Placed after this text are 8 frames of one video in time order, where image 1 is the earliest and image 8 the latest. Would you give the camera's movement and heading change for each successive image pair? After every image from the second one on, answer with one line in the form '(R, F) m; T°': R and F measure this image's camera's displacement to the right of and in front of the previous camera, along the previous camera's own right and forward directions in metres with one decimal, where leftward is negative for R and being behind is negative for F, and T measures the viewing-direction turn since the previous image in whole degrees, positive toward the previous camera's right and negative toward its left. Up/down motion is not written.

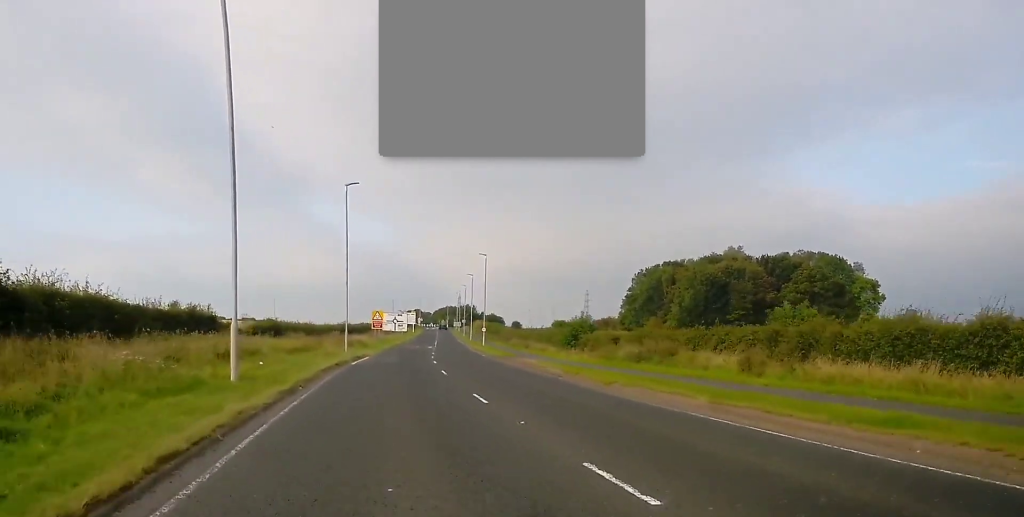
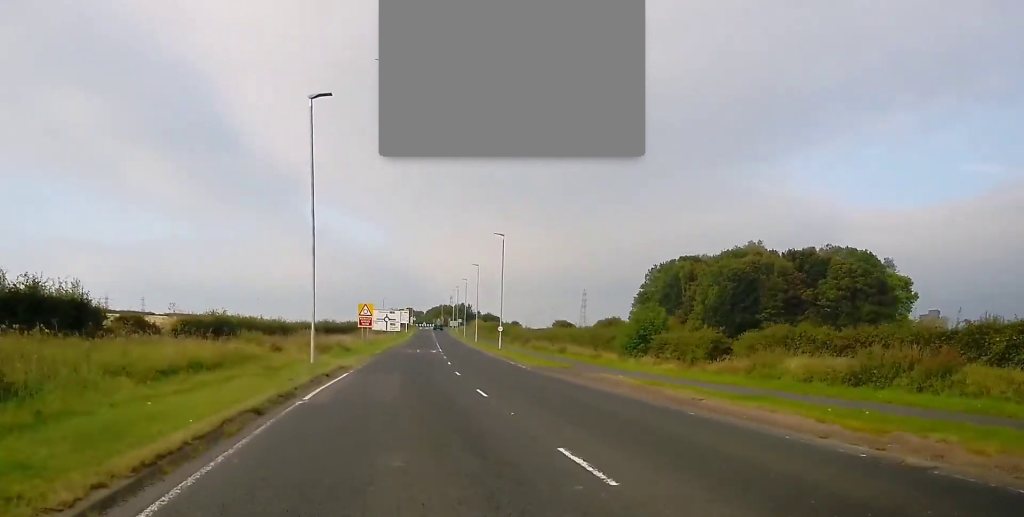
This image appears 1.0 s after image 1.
(+0.2, +18.1) m; 0°
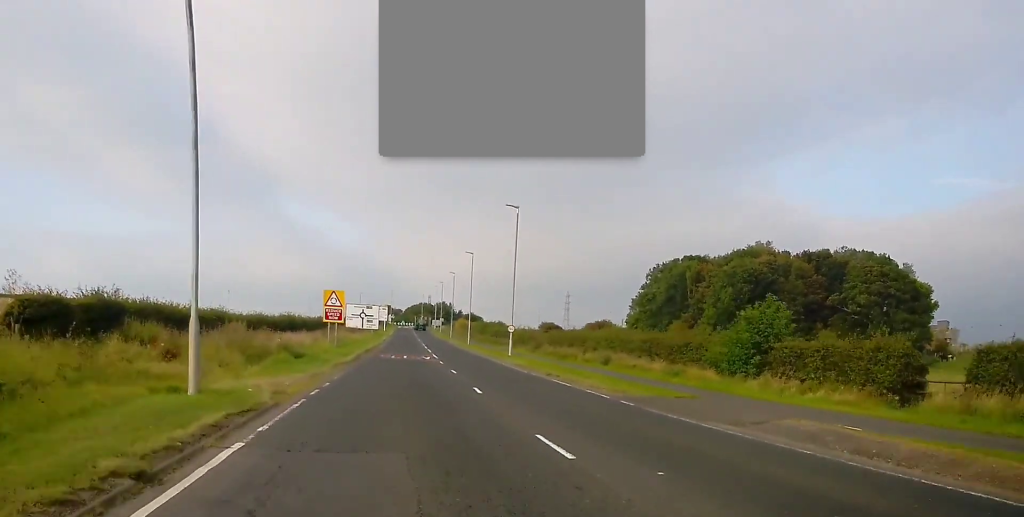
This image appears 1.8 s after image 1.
(-0.1, +16.2) m; +1°
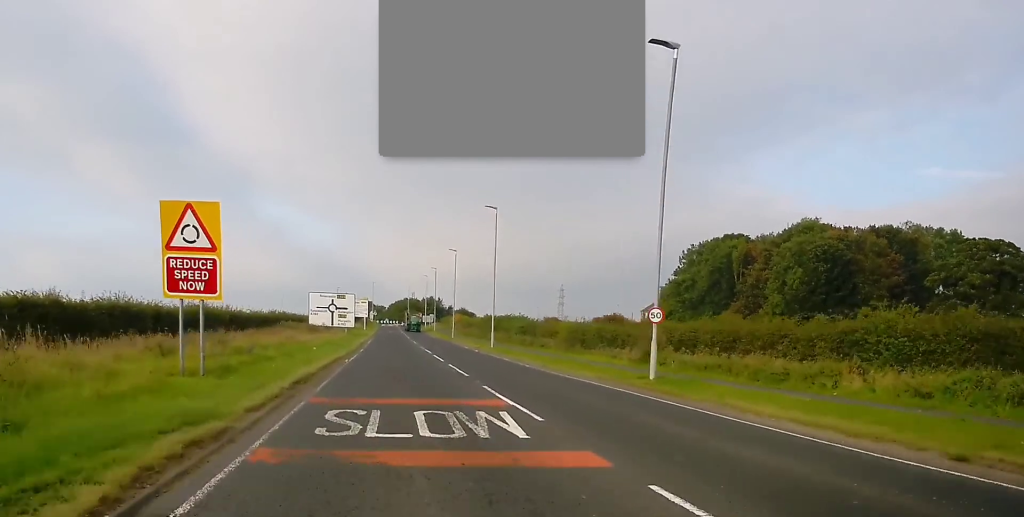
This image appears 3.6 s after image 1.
(+1.0, +30.7) m; +3°
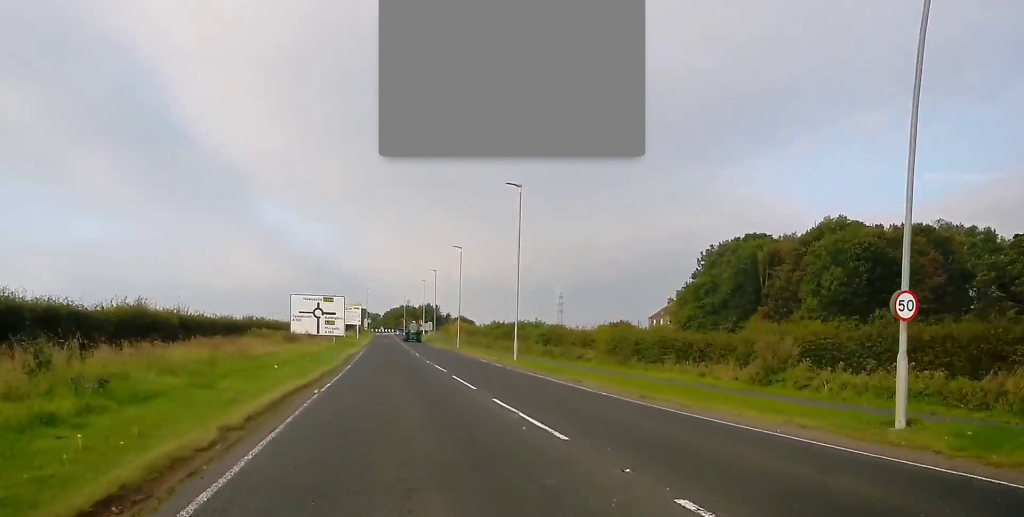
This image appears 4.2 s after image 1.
(0.0, +11.8) m; -1°
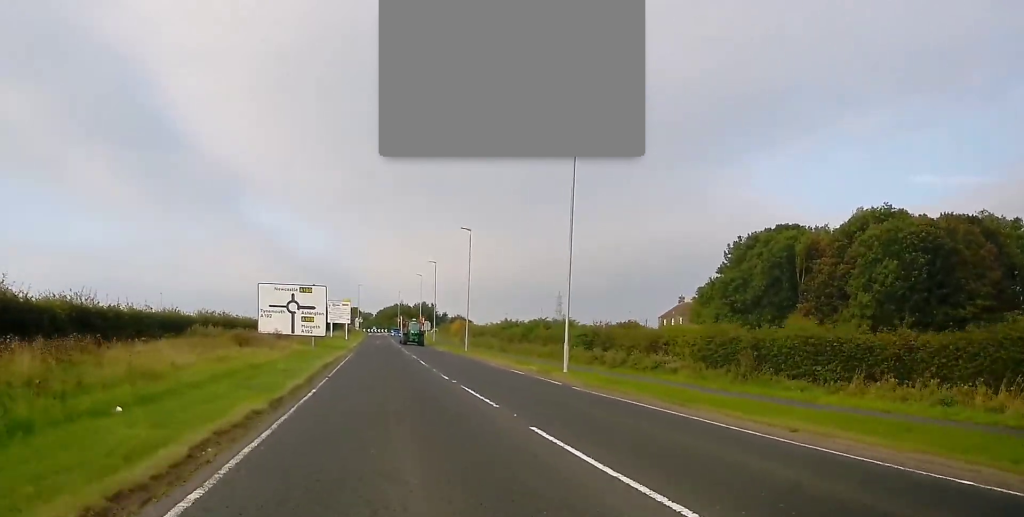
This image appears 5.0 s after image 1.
(-0.1, +13.6) m; 0°
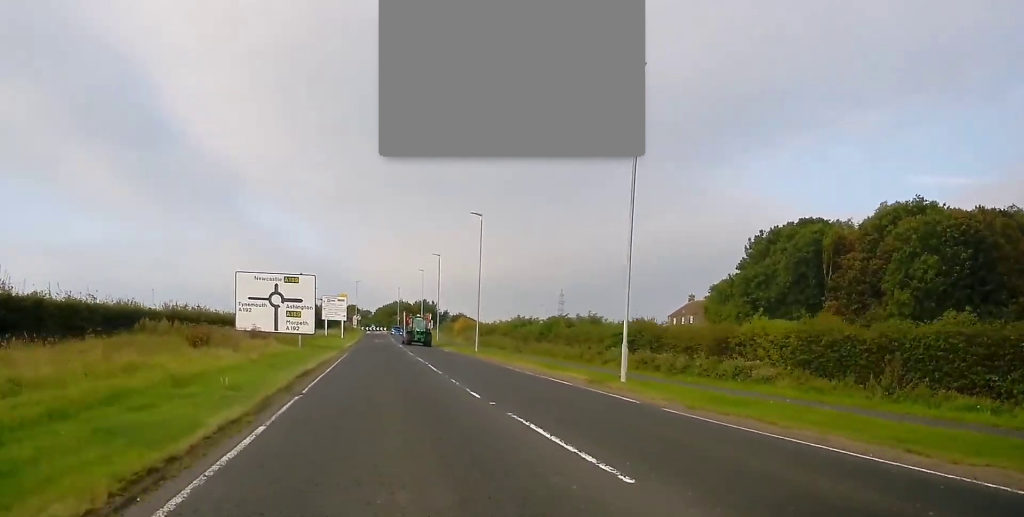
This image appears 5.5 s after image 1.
(-0.1, +7.4) m; 0°
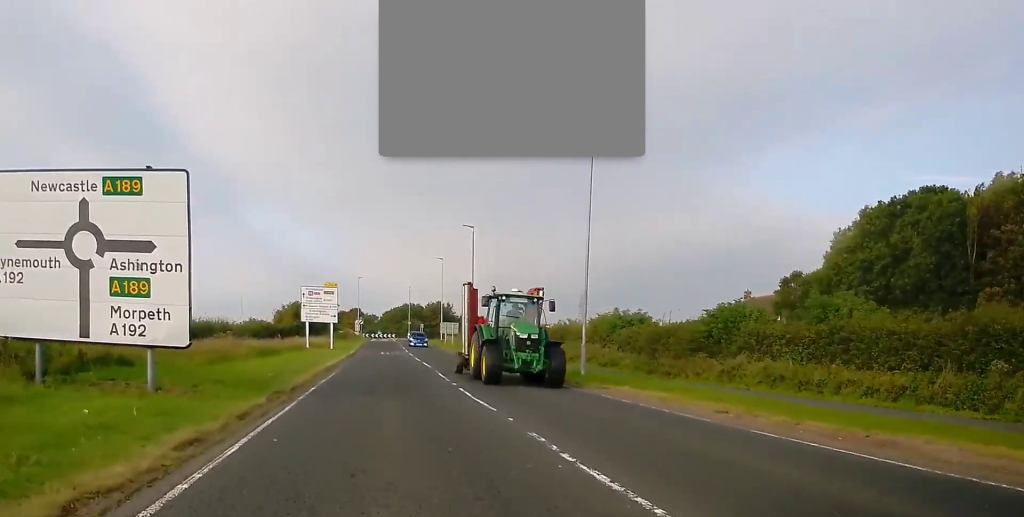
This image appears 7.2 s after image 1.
(-0.1, +28.6) m; -1°
